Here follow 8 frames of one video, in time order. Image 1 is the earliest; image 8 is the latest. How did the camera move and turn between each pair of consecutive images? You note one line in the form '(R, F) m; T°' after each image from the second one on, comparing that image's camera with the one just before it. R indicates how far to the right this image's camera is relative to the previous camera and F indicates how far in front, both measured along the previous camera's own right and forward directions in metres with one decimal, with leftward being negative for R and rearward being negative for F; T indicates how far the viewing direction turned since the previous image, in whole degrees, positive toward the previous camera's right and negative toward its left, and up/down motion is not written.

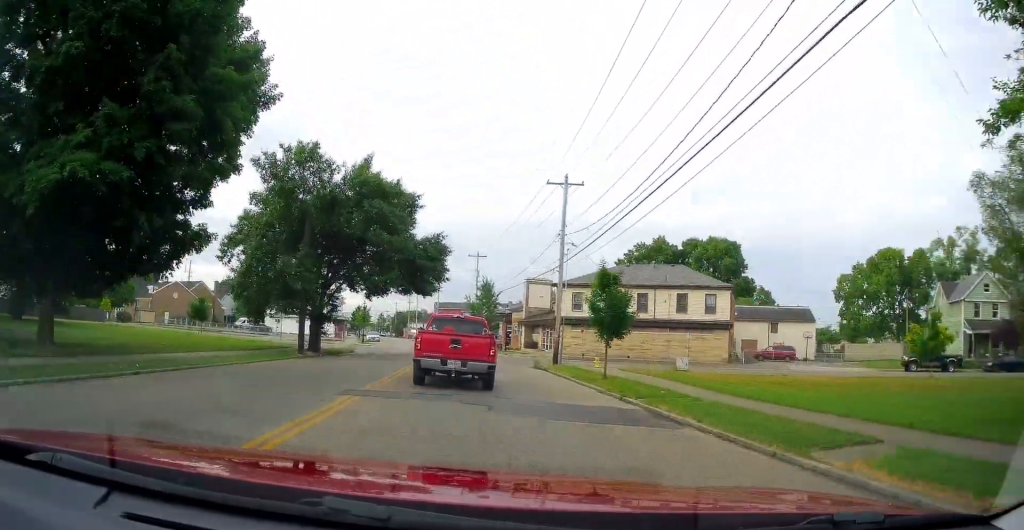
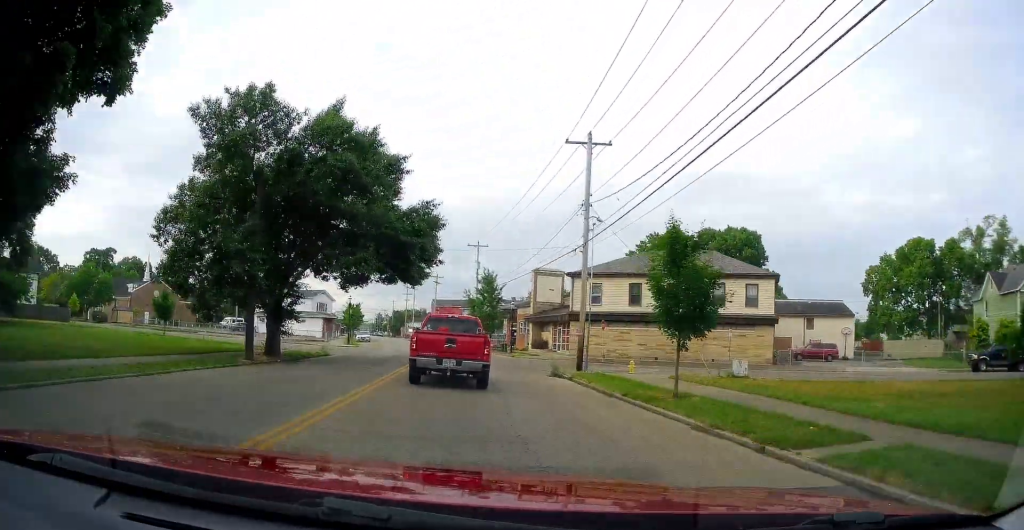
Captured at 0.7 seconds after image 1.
(-0.4, +7.6) m; -3°
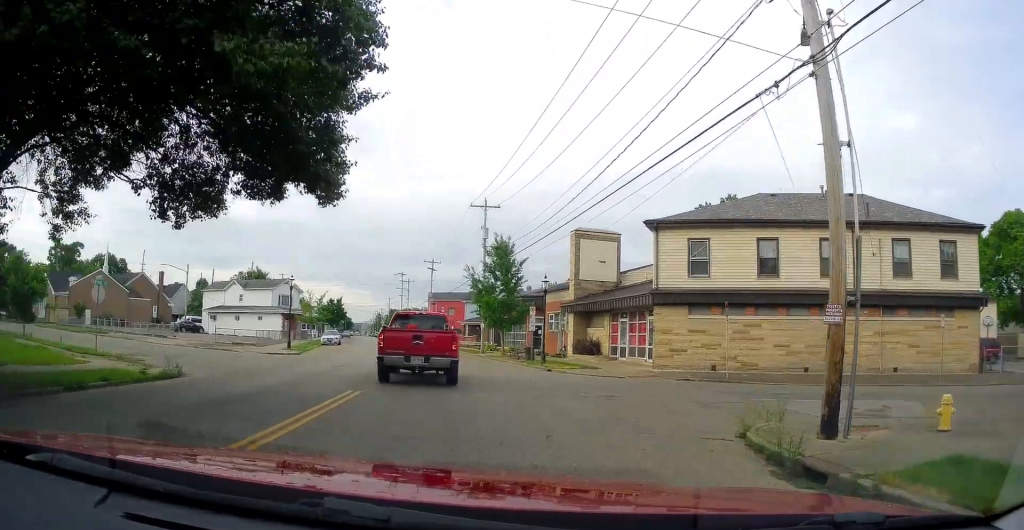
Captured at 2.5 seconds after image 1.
(+0.3, +20.1) m; 0°
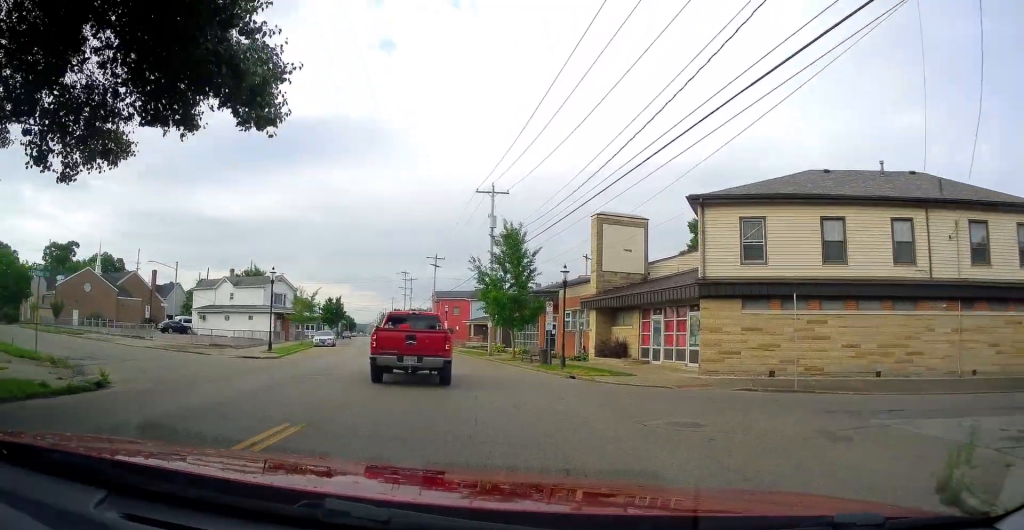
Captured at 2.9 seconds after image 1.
(0.0, +4.8) m; -1°
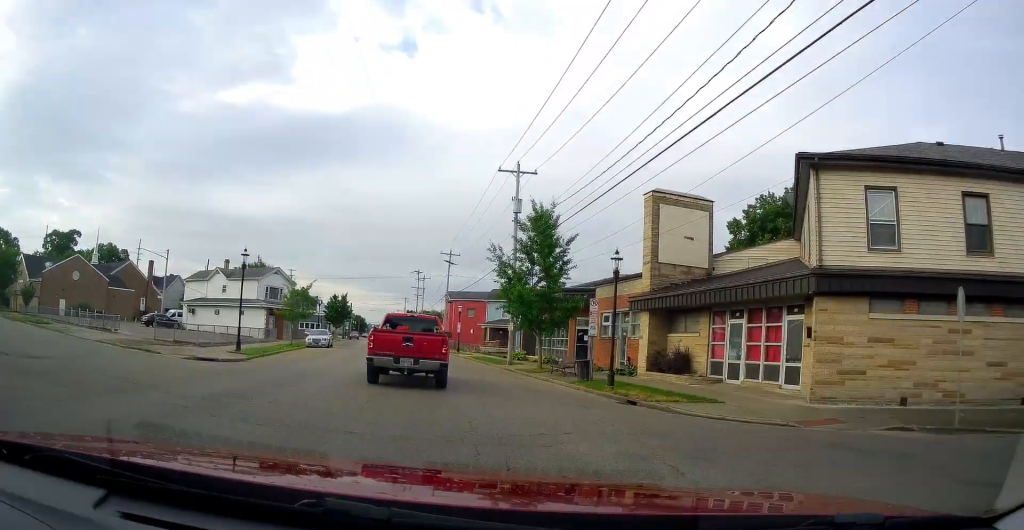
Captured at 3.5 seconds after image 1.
(-0.1, +6.9) m; -4°
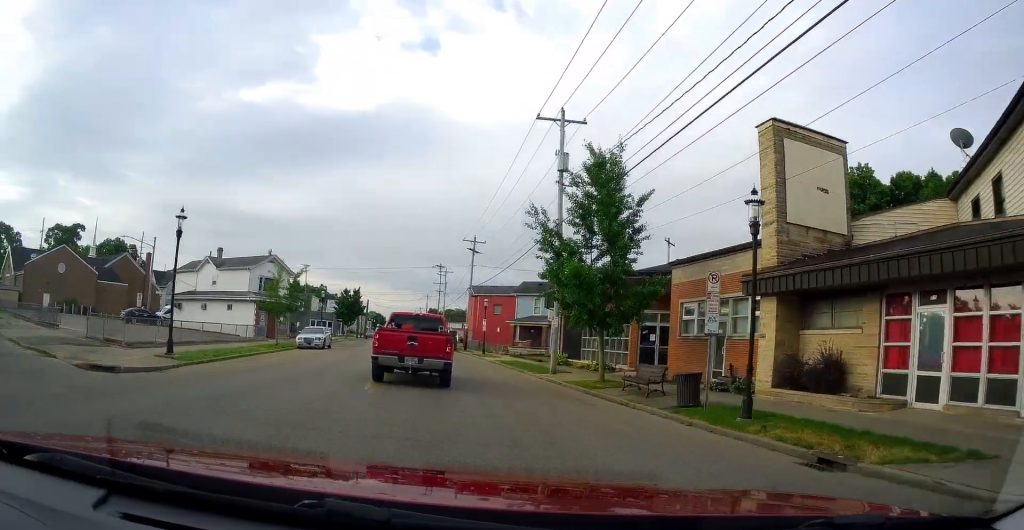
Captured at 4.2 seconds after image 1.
(-0.5, +8.9) m; -3°
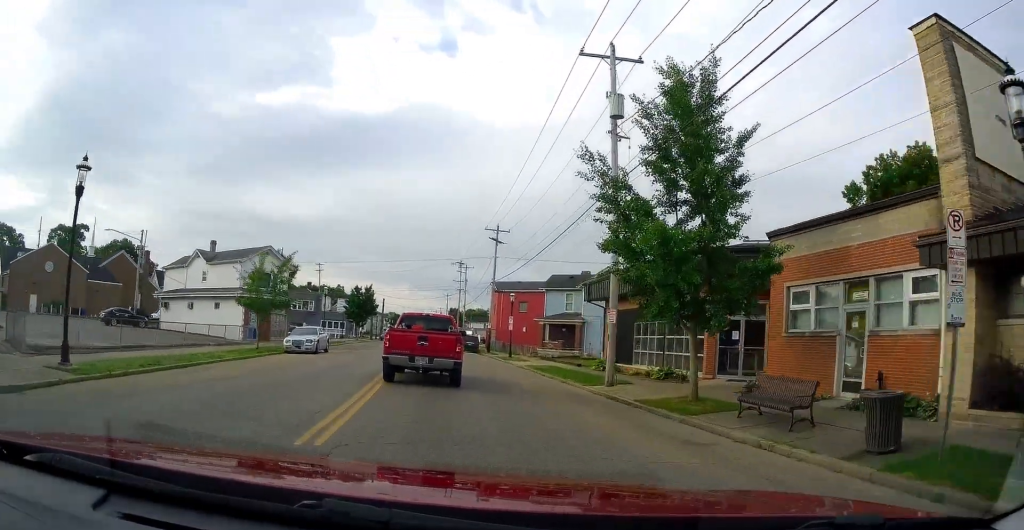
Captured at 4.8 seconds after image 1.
(-0.4, +6.9) m; -1°
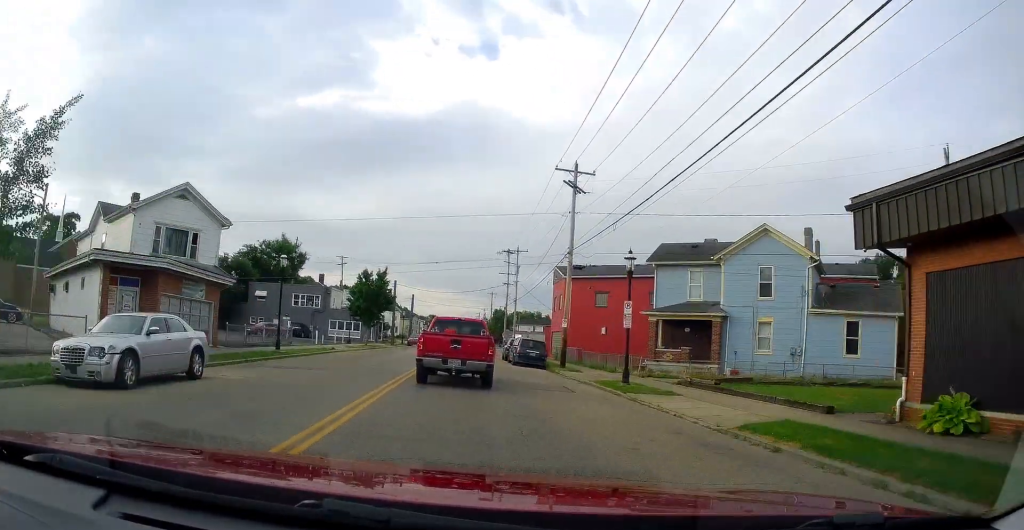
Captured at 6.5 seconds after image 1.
(0.0, +22.0) m; -1°
